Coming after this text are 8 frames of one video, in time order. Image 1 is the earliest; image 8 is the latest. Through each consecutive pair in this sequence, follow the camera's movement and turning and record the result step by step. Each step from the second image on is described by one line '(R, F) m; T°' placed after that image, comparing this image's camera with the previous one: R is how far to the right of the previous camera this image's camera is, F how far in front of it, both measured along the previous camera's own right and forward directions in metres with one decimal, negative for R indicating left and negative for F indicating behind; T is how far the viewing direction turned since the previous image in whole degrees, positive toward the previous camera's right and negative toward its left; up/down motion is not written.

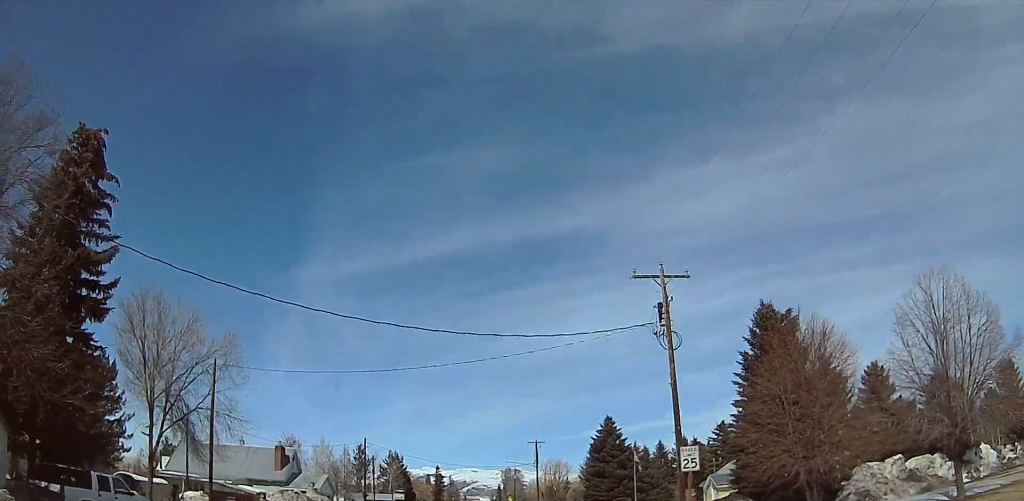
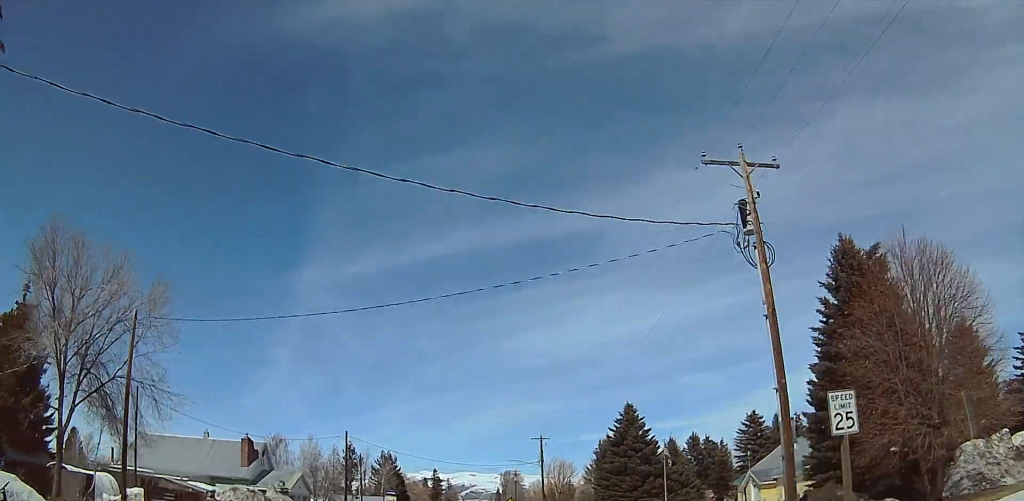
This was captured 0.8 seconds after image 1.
(0.0, +9.3) m; 0°
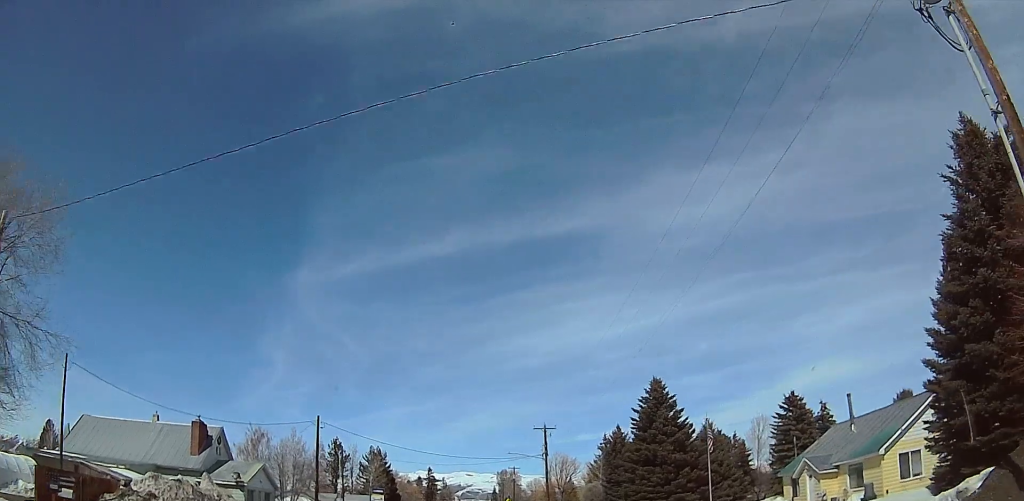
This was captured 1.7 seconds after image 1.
(0.0, +9.7) m; 0°
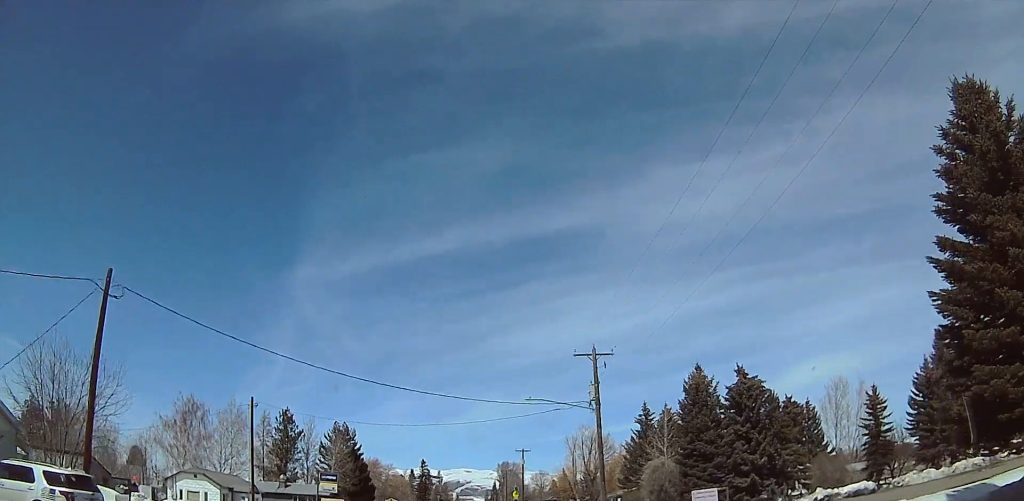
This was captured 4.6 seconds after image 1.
(0.0, +31.5) m; 0°
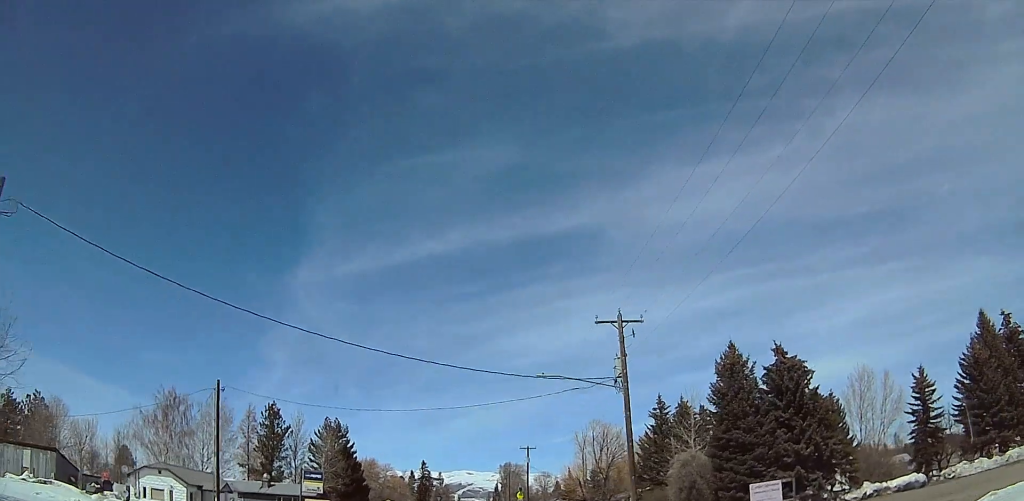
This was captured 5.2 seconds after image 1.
(0.0, +6.9) m; 0°
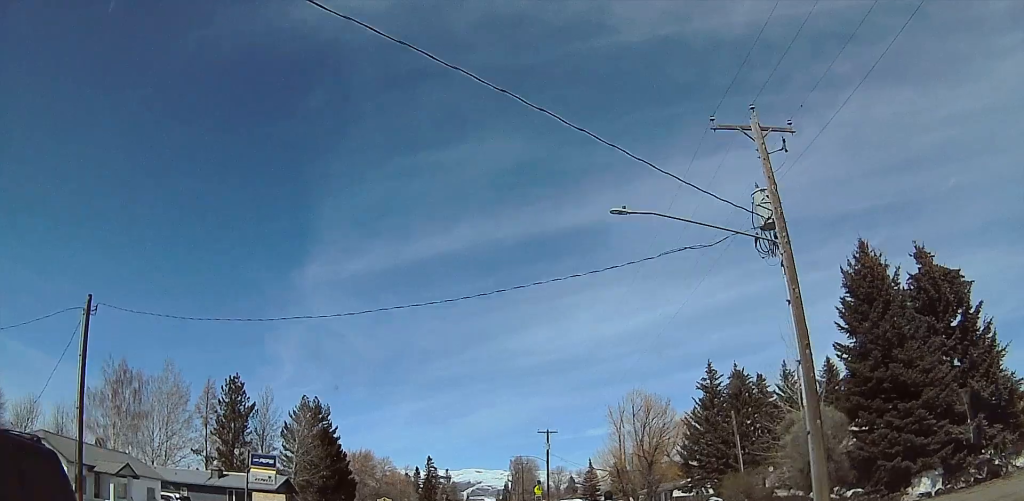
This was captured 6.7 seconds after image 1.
(0.0, +16.5) m; 0°
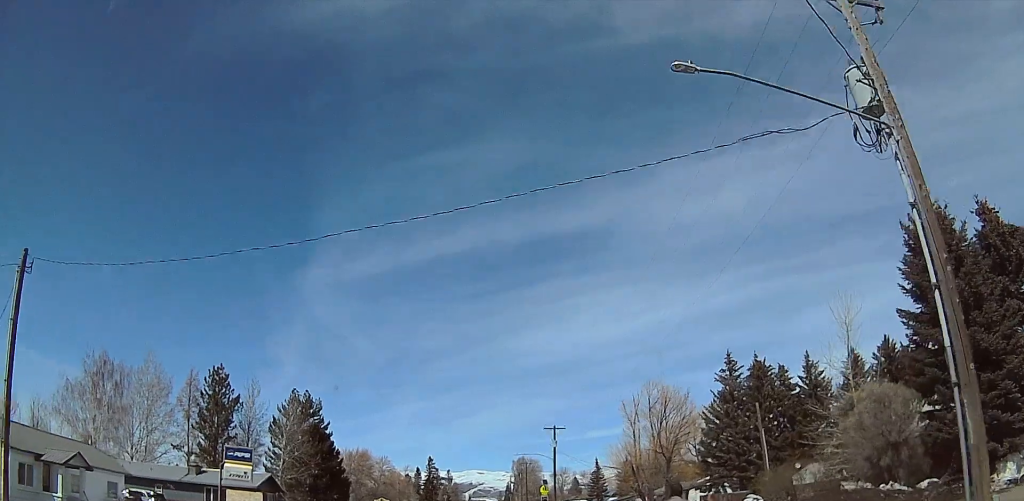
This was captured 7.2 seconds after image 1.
(0.0, +5.1) m; 0°
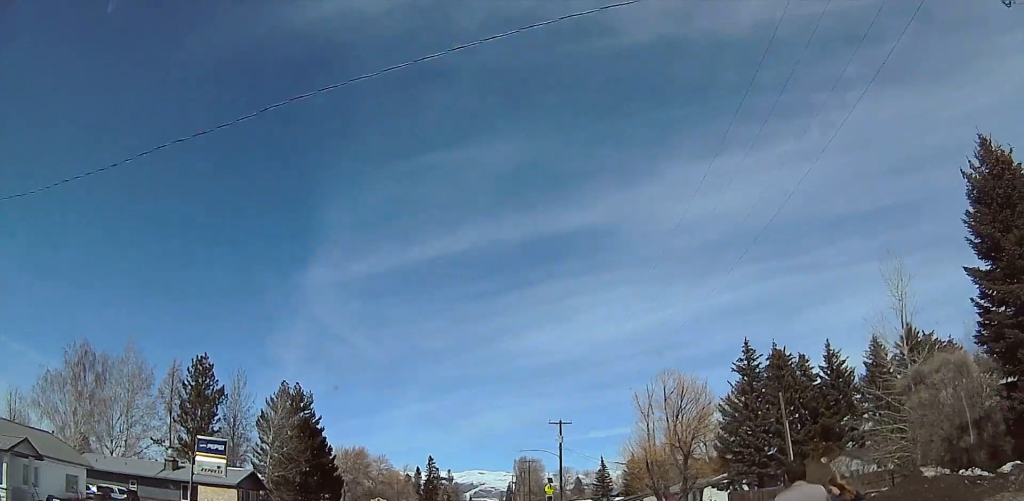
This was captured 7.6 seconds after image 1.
(0.0, +4.4) m; 0°
